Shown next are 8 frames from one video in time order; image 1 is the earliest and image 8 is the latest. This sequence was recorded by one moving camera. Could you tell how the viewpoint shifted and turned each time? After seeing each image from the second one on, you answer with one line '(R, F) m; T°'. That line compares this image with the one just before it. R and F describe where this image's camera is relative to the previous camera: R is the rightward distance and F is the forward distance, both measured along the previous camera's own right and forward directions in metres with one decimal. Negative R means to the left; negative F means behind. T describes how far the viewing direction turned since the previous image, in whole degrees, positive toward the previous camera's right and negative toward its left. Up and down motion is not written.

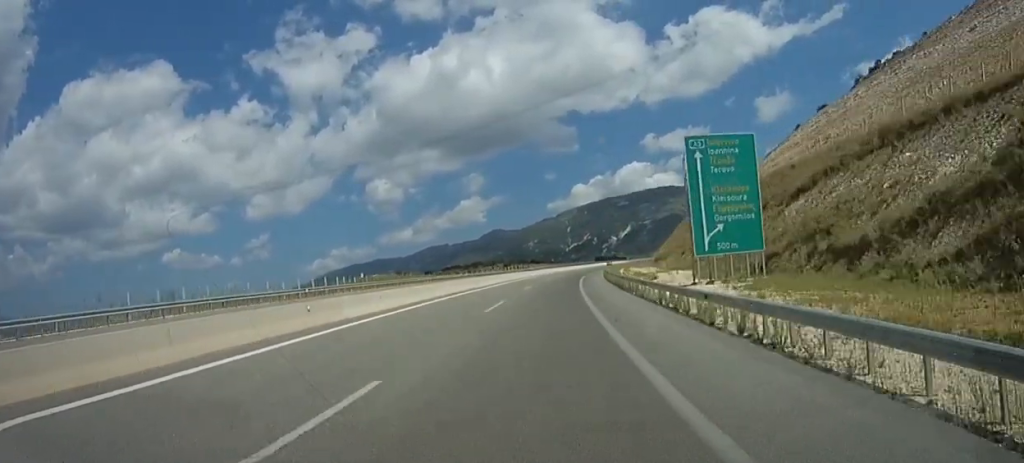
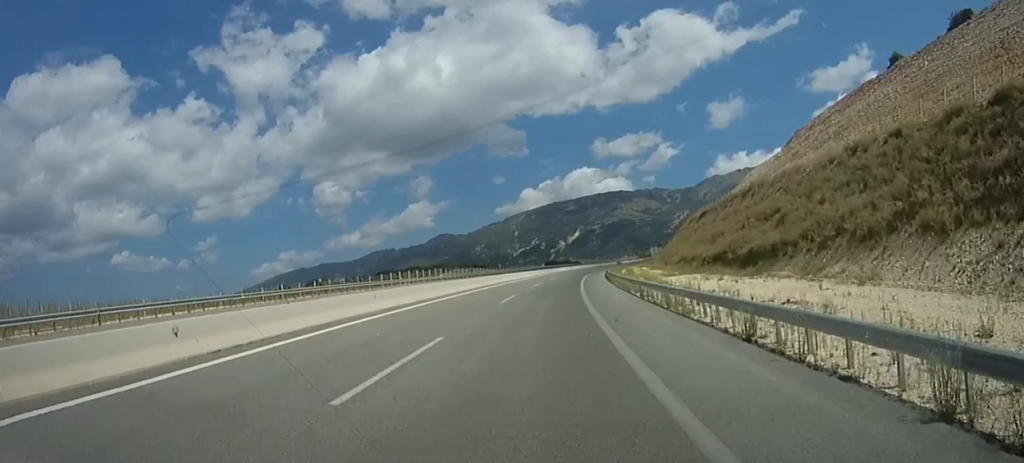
(+3.2, +66.1) m; +5°
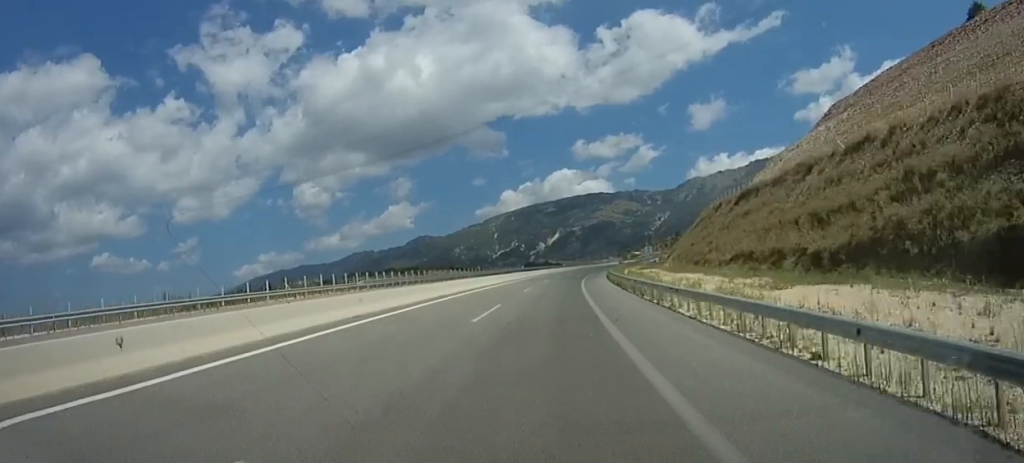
(+0.1, +26.7) m; +2°
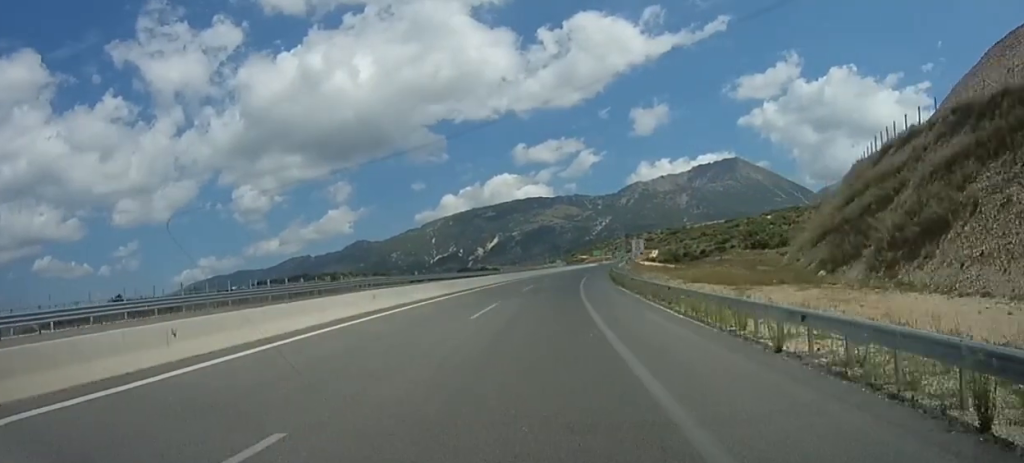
(+4.5, +70.2) m; +8°
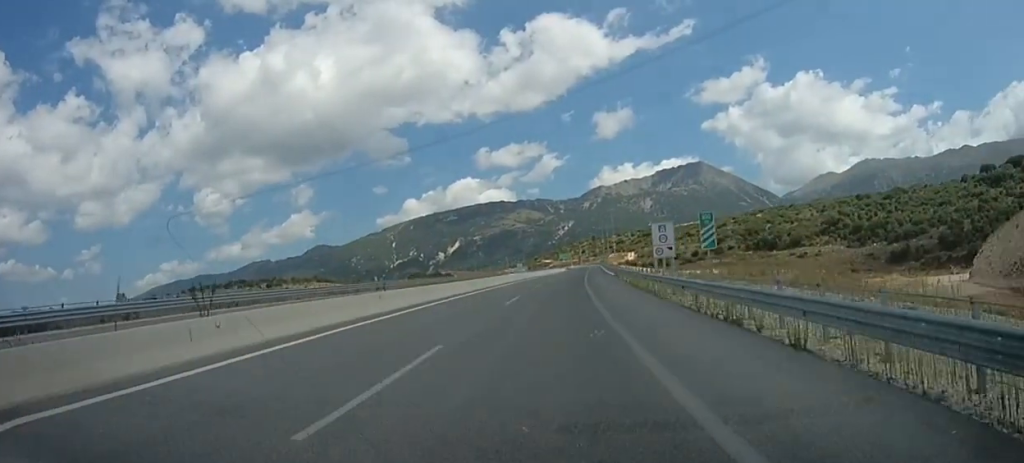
(+2.5, +48.1) m; +5°
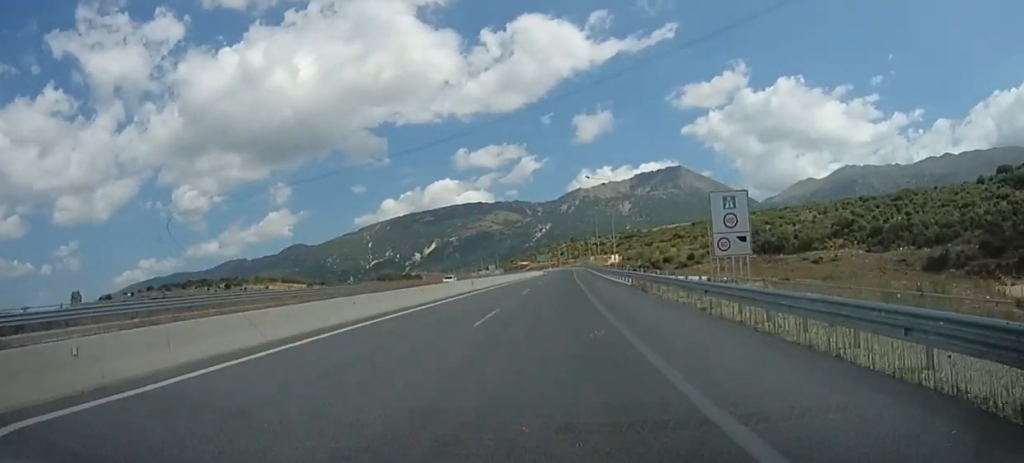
(+0.7, +25.4) m; +1°
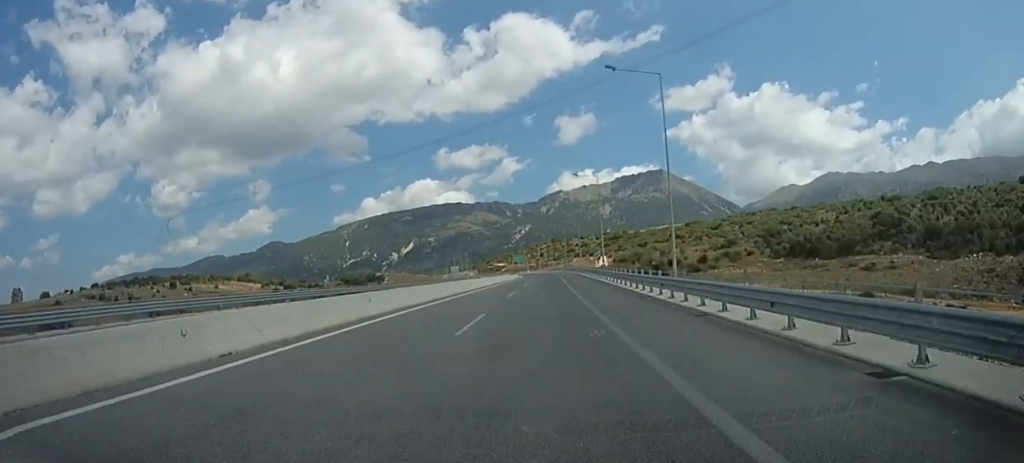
(+0.6, +39.3) m; +1°
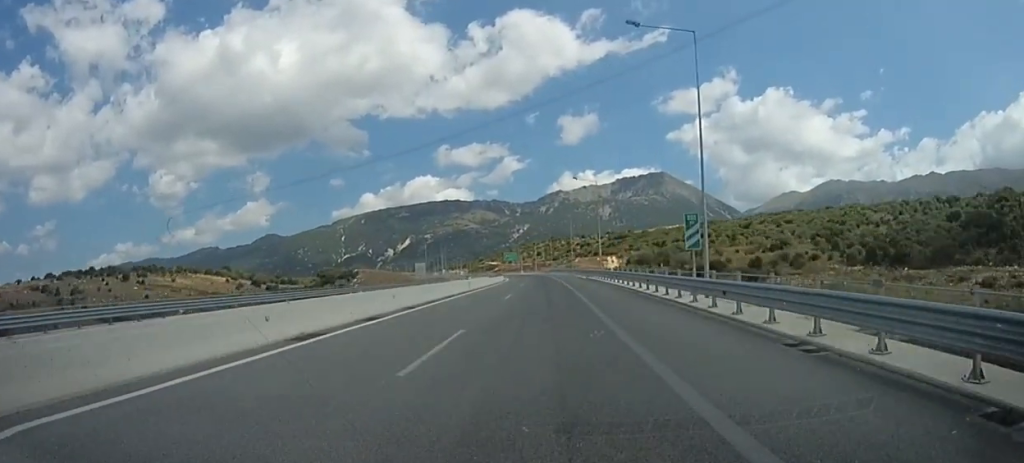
(+0.3, +41.7) m; +1°
